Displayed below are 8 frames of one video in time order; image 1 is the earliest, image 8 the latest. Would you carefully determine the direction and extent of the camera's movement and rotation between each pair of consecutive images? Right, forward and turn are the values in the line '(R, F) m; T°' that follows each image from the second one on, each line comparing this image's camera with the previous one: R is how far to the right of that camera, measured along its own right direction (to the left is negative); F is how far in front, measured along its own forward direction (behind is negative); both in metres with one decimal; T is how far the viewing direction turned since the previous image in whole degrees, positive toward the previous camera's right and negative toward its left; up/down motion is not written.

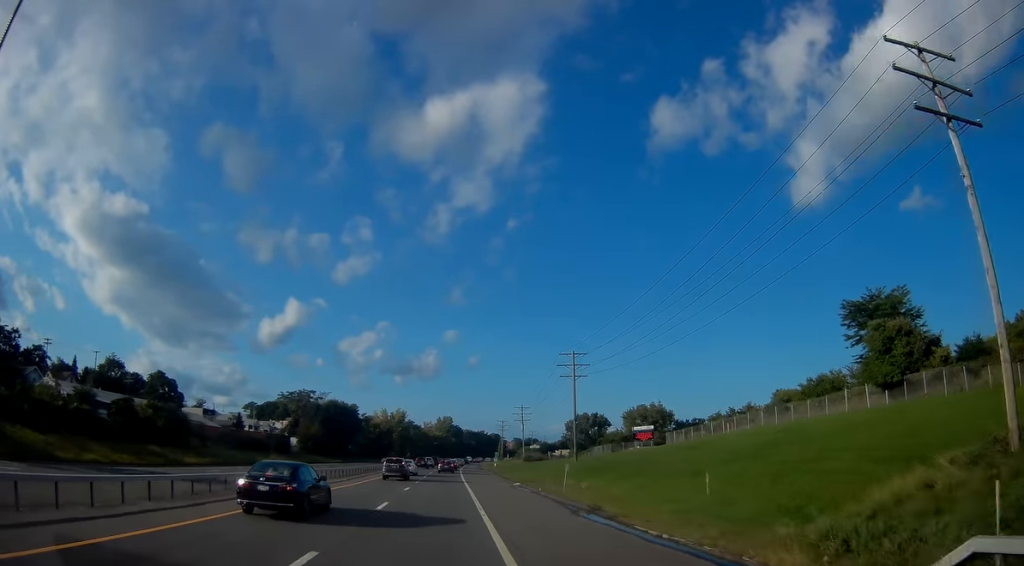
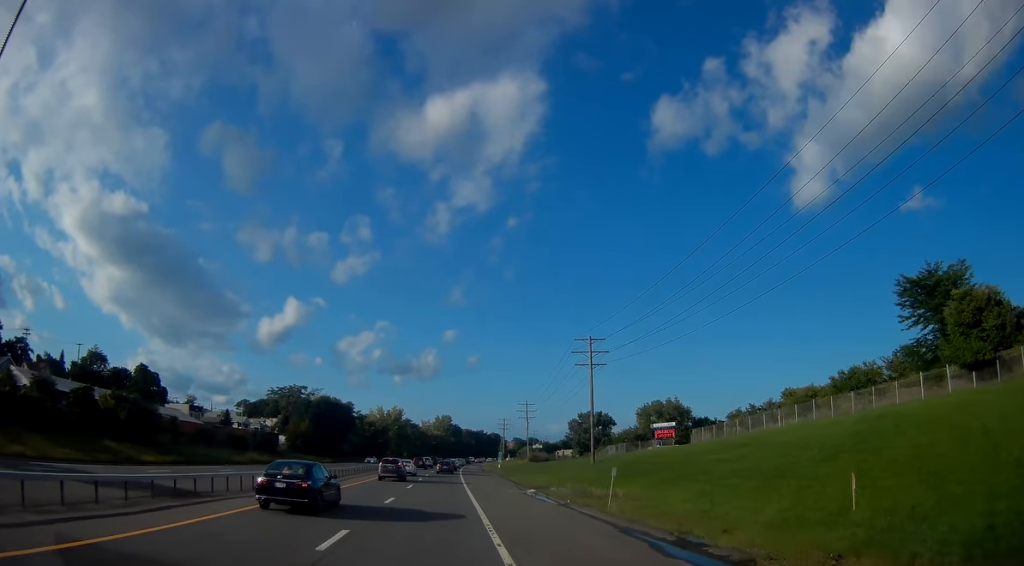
(0.0, +8.9) m; +1°
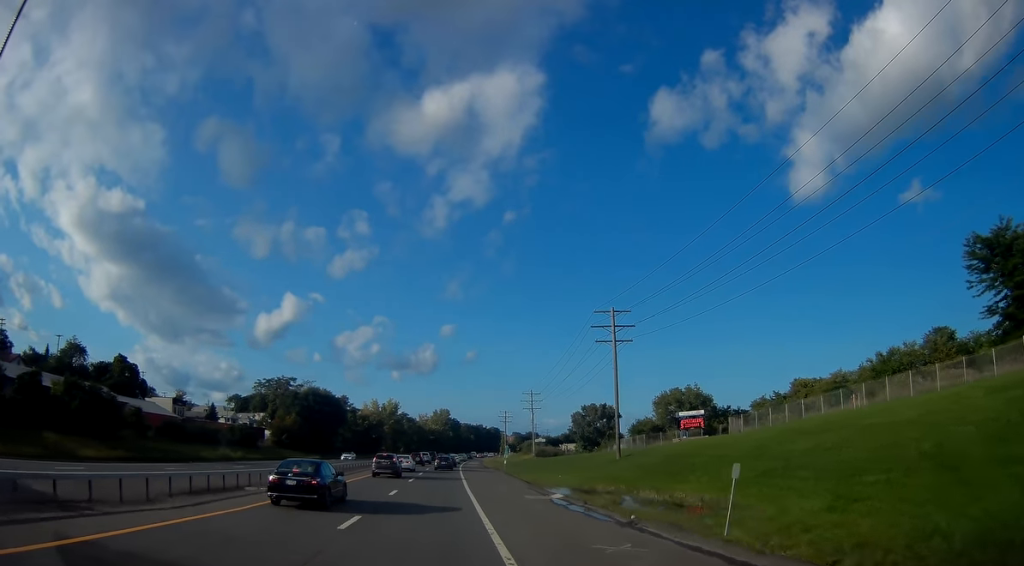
(+0.1, +9.6) m; +1°
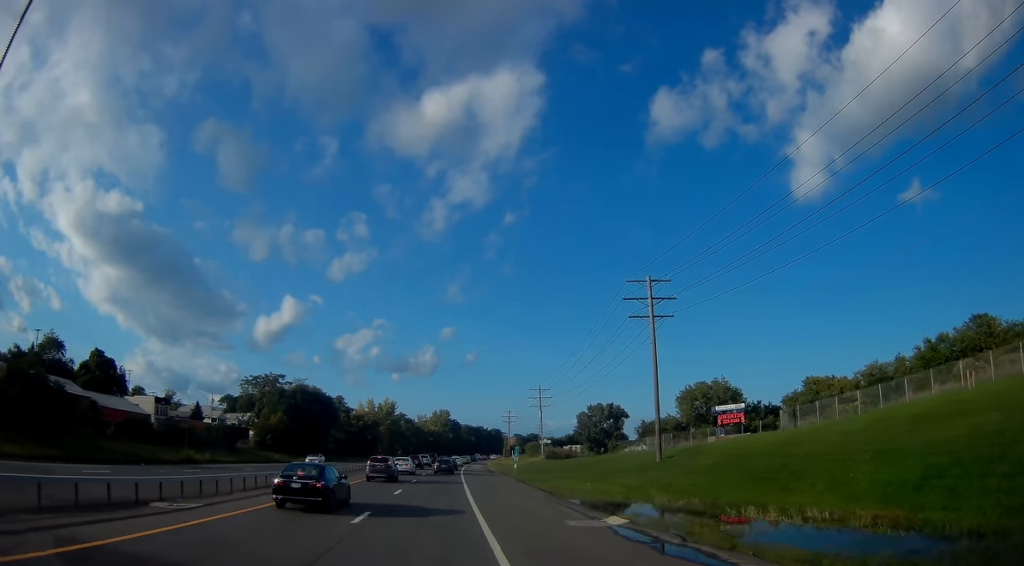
(+0.1, +10.2) m; 0°
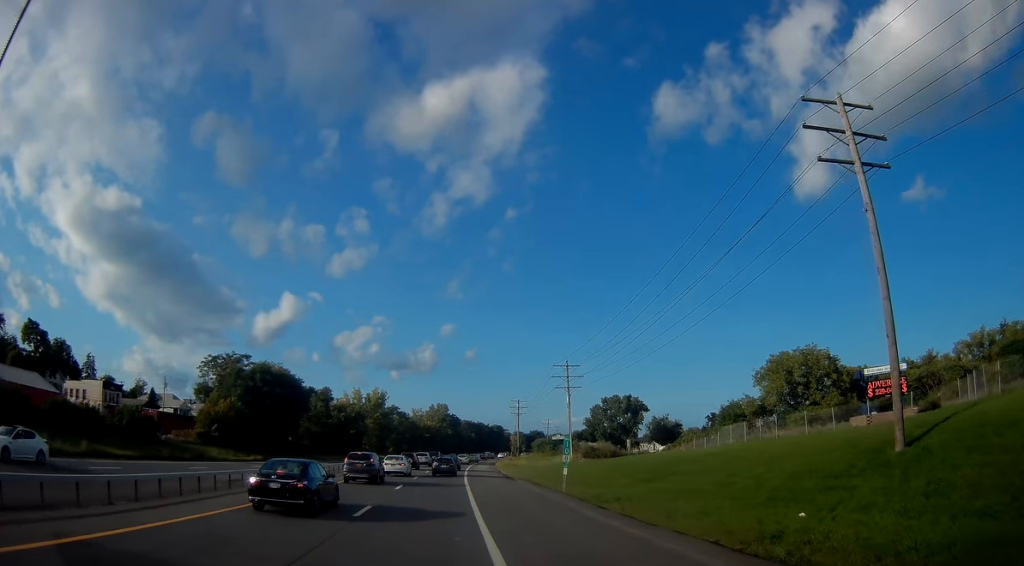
(-0.1, +24.5) m; 0°
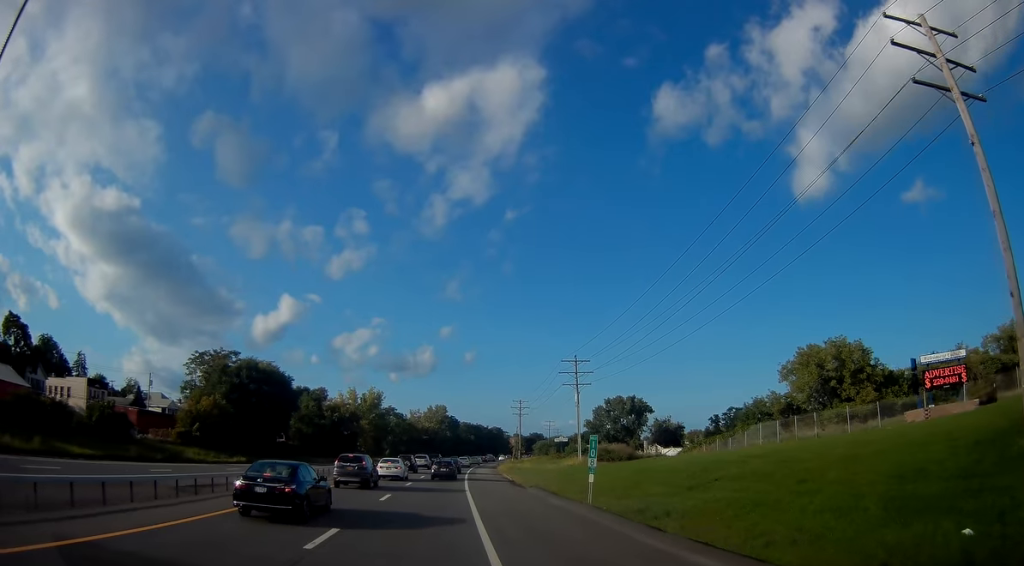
(0.0, +5.8) m; 0°
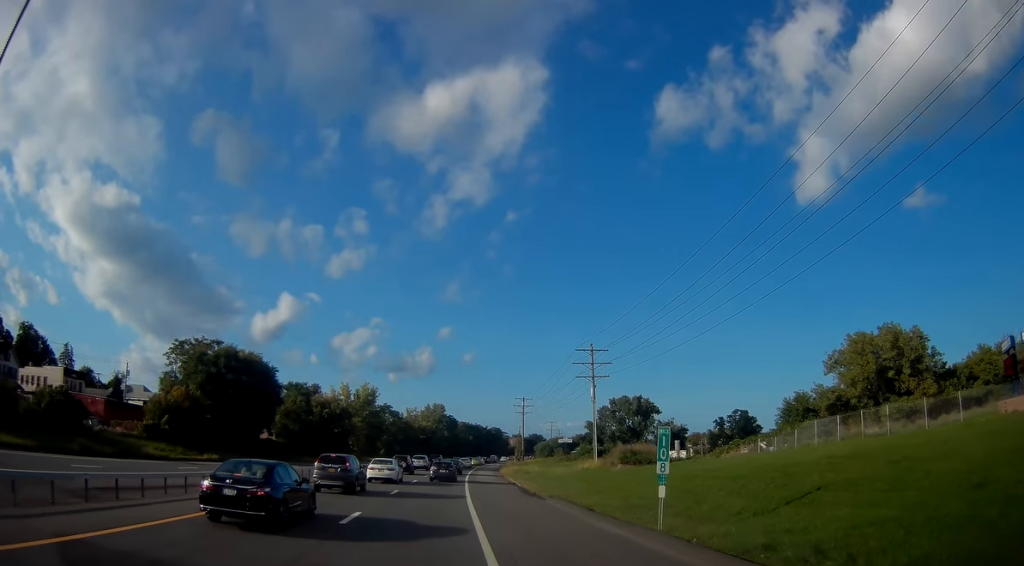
(0.0, +8.3) m; 0°
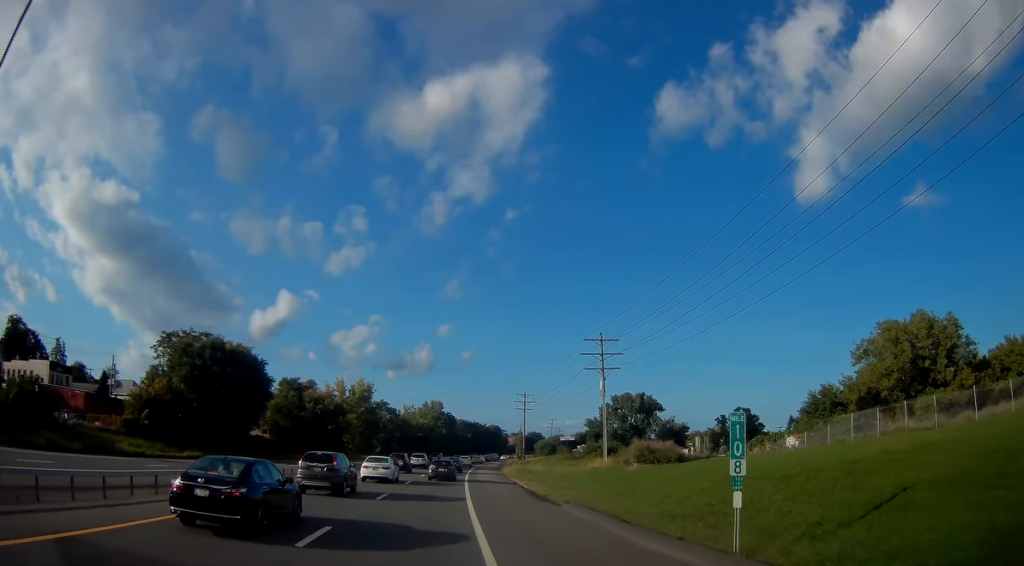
(0.0, +4.4) m; 0°
